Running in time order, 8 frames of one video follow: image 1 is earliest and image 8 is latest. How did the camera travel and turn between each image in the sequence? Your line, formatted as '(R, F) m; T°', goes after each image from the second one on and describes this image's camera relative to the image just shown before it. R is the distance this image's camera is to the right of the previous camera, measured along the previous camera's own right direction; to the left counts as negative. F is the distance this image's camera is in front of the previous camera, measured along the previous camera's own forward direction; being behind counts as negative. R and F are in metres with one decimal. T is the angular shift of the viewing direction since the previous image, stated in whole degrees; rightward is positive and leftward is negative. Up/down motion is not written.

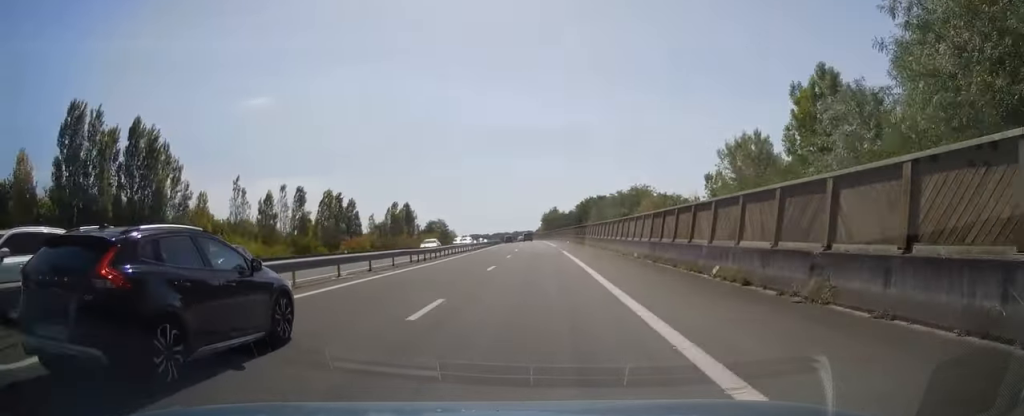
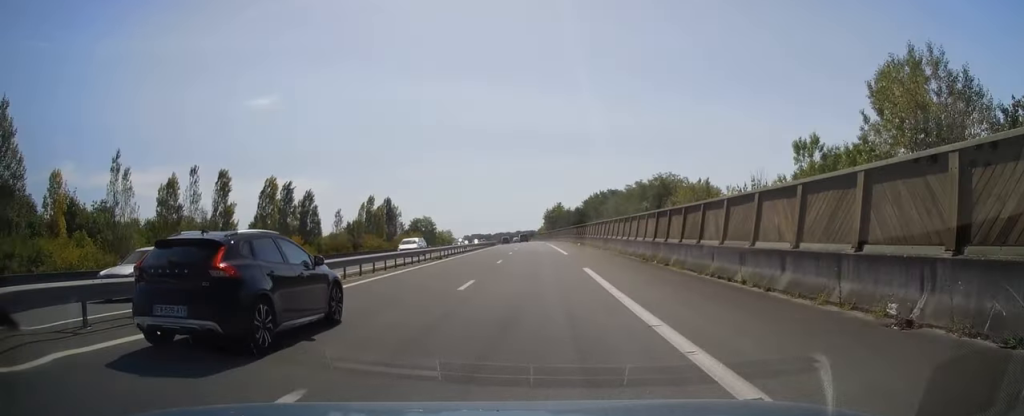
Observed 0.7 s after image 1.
(-0.3, +21.2) m; 0°
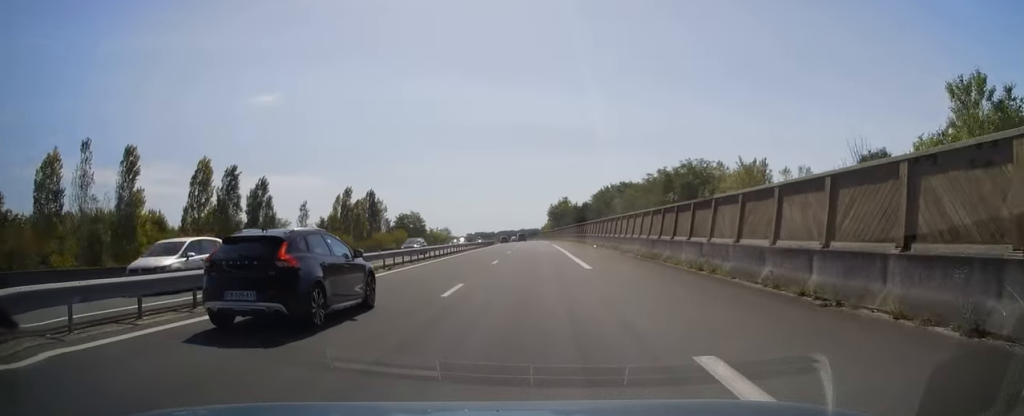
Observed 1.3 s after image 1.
(+0.2, +16.3) m; 0°
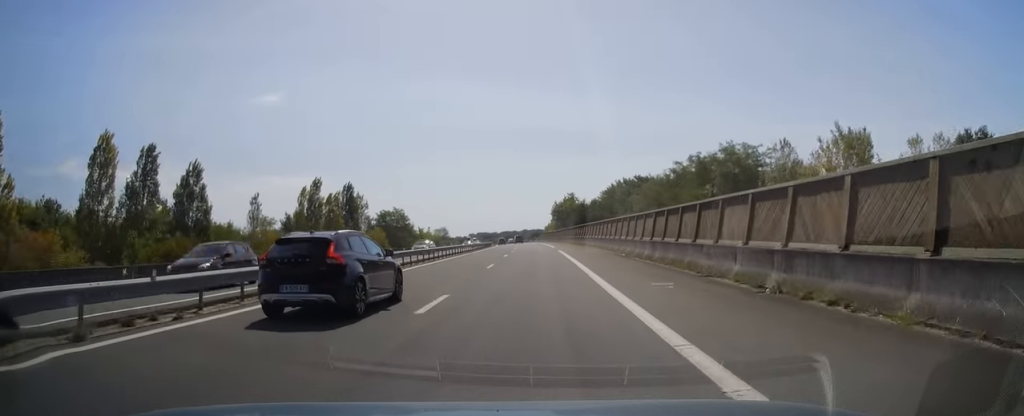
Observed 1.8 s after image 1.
(+0.1, +15.8) m; 0°
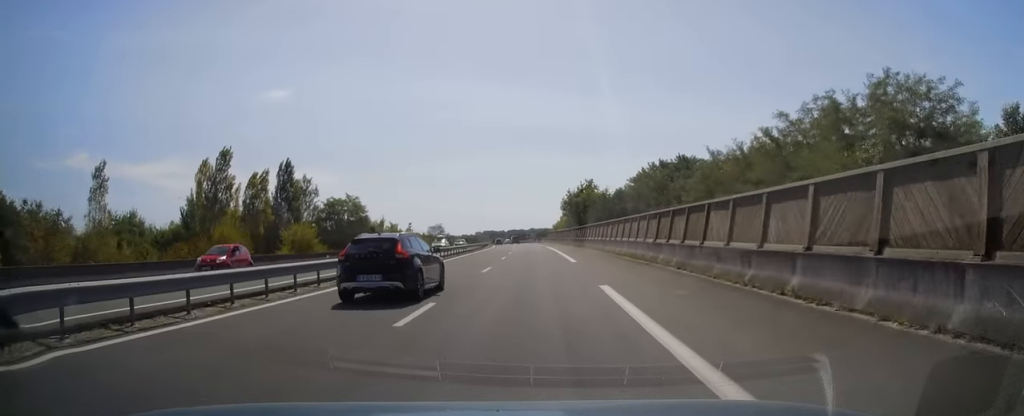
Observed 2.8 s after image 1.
(-0.3, +28.6) m; -2°
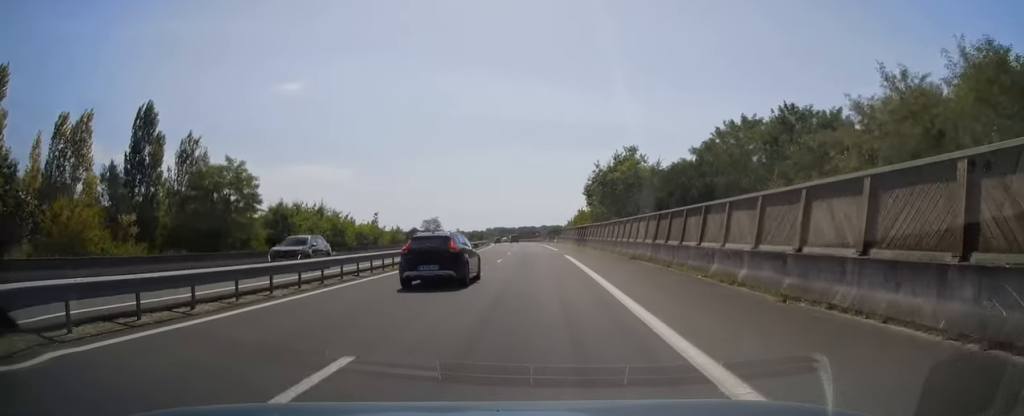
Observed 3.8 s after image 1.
(-0.5, +32.0) m; -1°
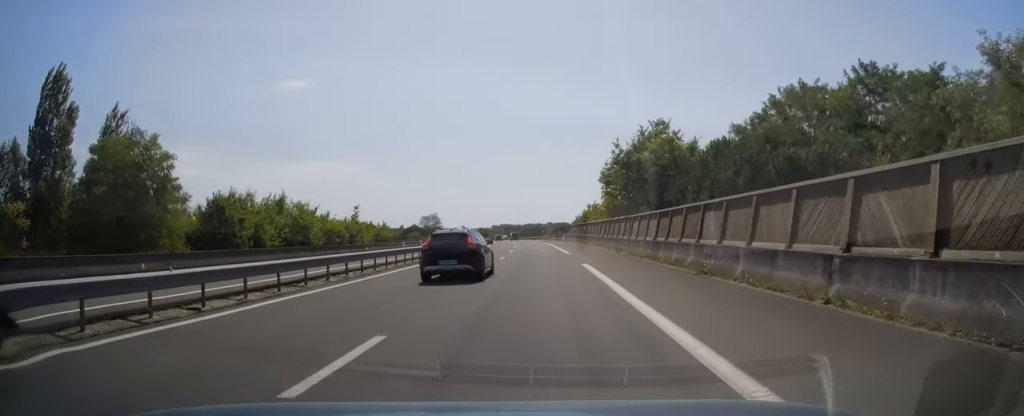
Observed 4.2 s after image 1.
(0.0, +11.8) m; 0°
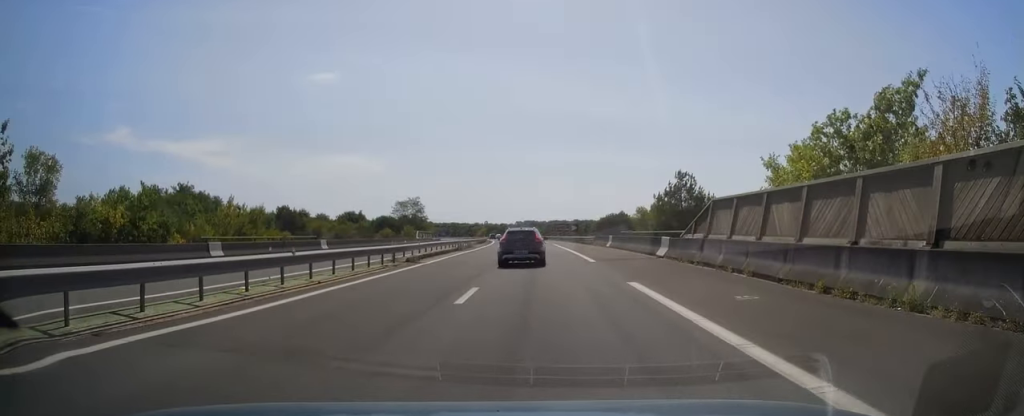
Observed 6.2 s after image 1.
(-1.2, +59.2) m; -3°
